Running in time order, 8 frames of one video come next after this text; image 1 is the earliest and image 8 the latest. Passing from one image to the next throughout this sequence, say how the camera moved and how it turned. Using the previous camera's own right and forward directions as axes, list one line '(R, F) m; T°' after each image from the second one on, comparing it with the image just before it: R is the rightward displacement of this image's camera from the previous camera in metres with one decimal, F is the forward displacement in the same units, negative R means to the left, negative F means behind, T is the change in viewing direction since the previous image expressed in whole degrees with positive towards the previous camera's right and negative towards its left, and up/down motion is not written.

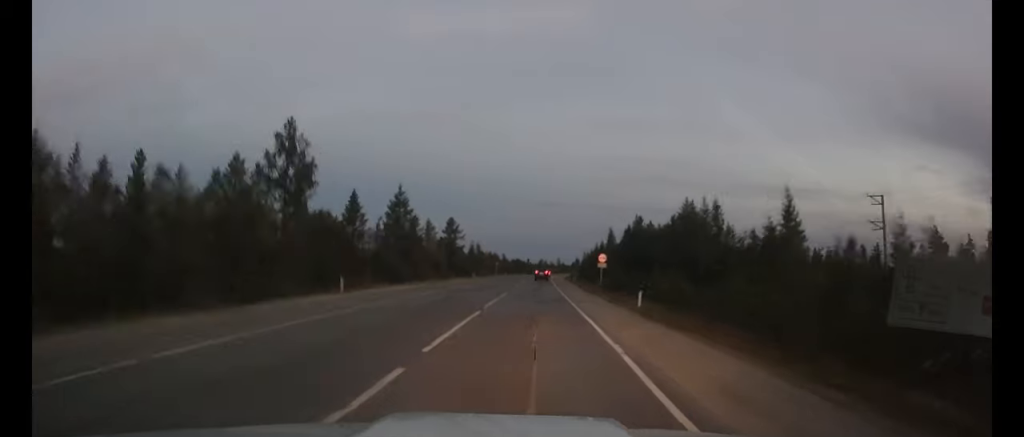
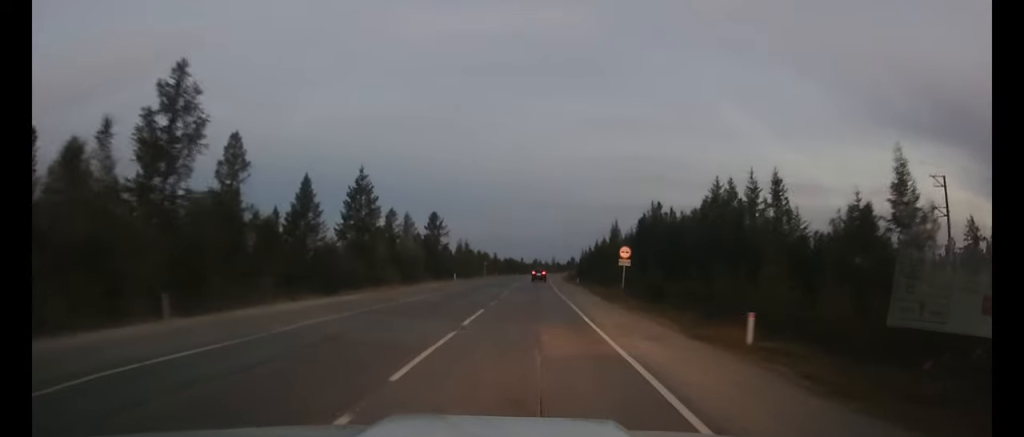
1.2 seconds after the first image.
(0.0, +12.9) m; 0°
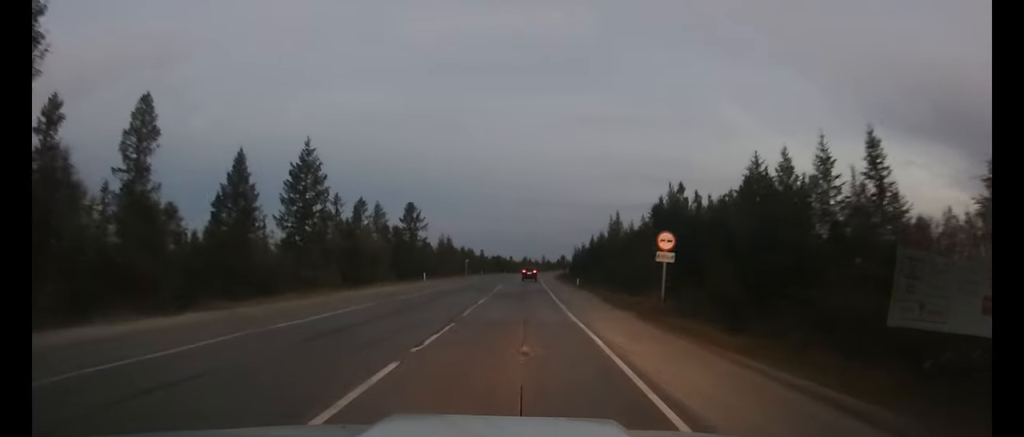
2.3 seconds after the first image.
(0.0, +12.1) m; 0°
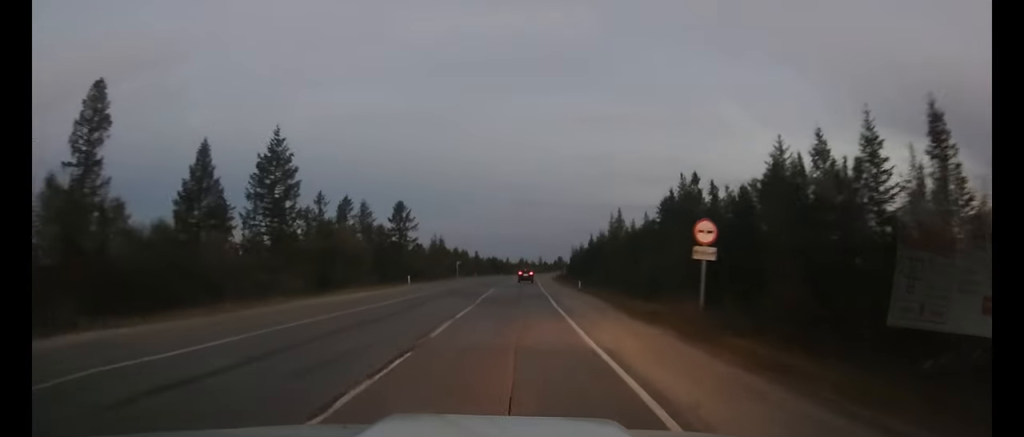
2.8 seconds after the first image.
(0.0, +5.2) m; 0°
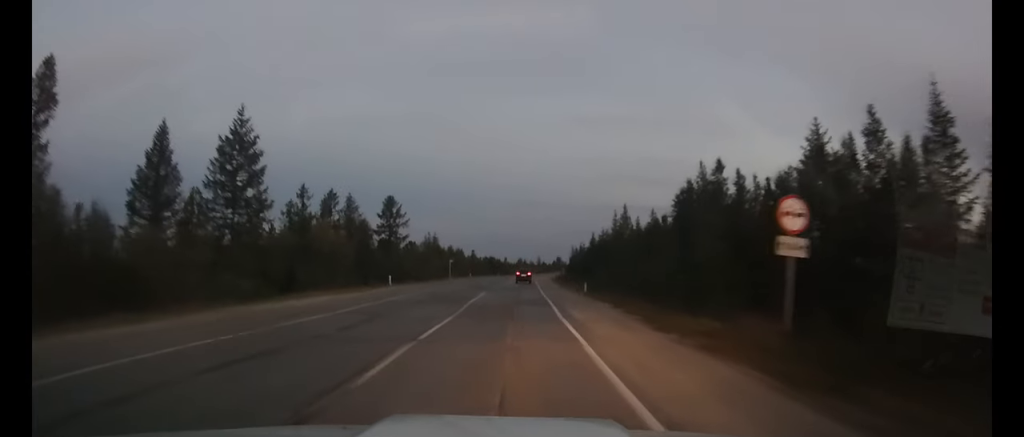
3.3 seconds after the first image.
(0.0, +5.5) m; 0°
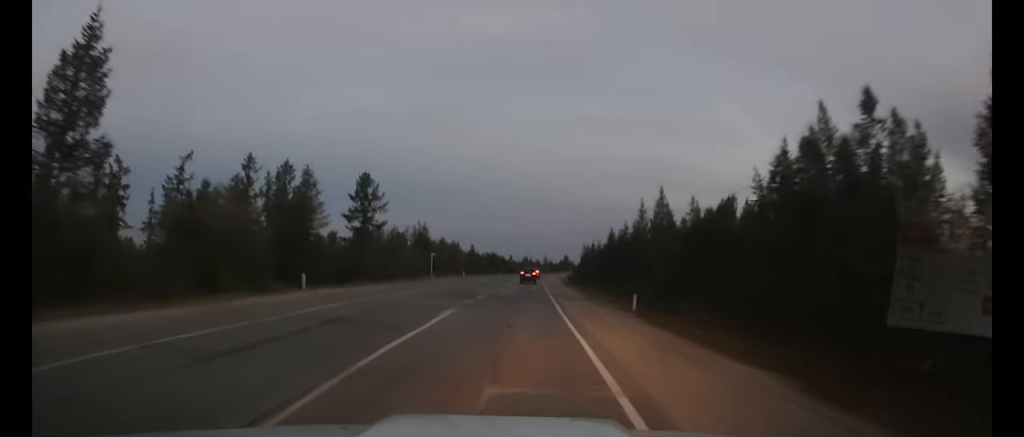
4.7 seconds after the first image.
(0.0, +16.2) m; 0°
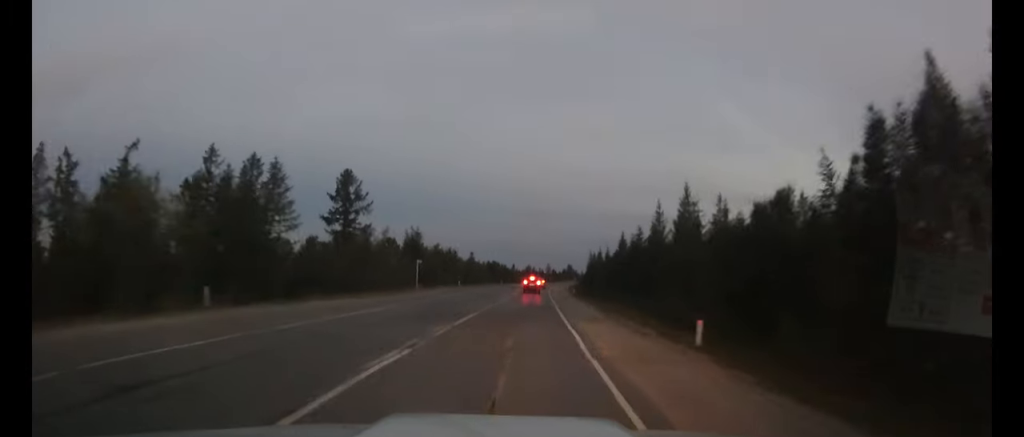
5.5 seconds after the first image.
(0.0, +8.1) m; 0°
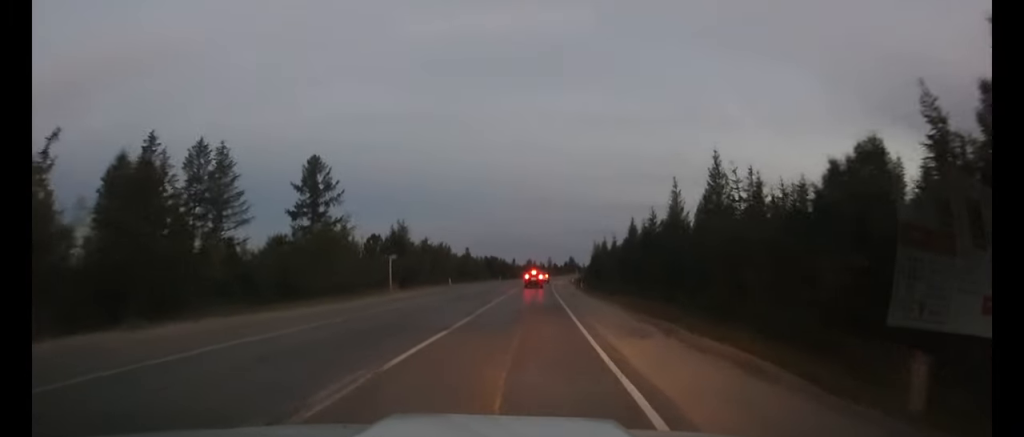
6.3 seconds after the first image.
(0.0, +8.7) m; 0°
